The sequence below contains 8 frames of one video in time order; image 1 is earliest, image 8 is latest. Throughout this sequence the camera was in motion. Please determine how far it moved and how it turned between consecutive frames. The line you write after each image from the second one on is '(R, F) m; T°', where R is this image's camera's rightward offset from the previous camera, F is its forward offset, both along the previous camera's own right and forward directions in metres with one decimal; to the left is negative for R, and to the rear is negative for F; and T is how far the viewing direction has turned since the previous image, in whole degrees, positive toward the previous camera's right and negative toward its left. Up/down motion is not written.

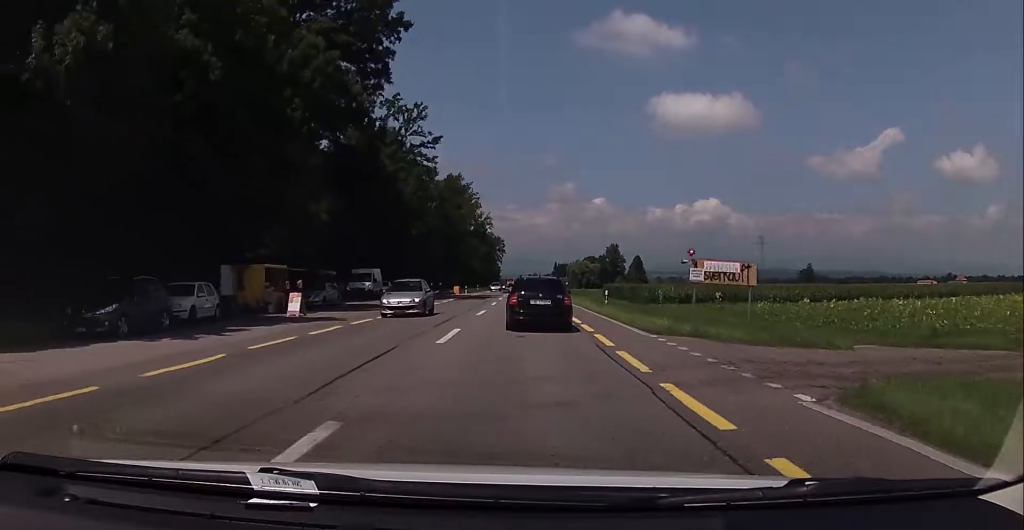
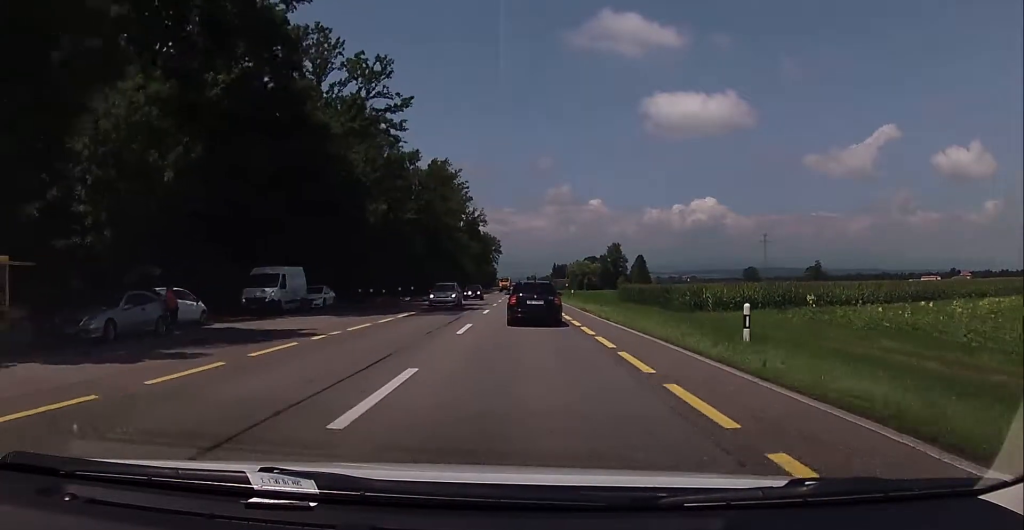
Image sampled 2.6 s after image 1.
(-1.4, +19.0) m; -3°
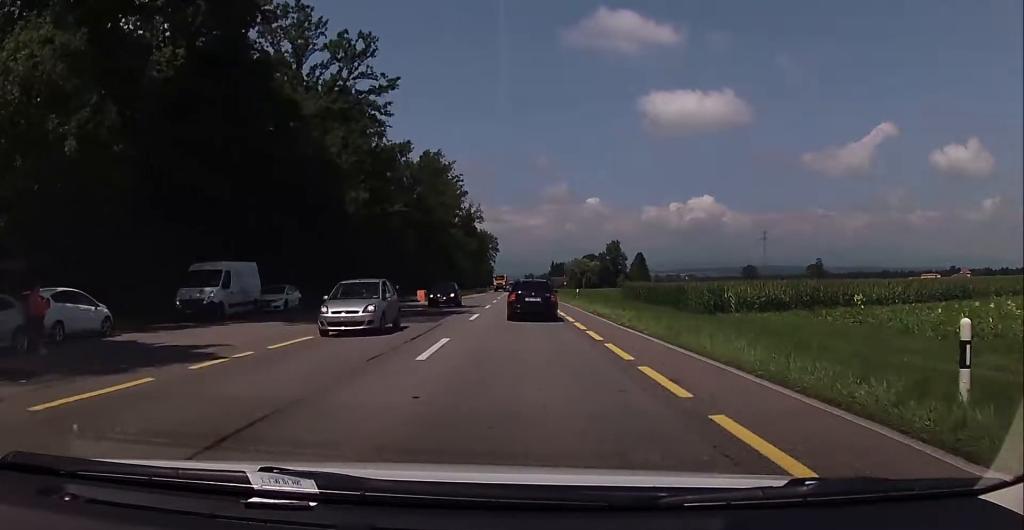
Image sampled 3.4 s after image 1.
(+0.1, +6.0) m; +1°
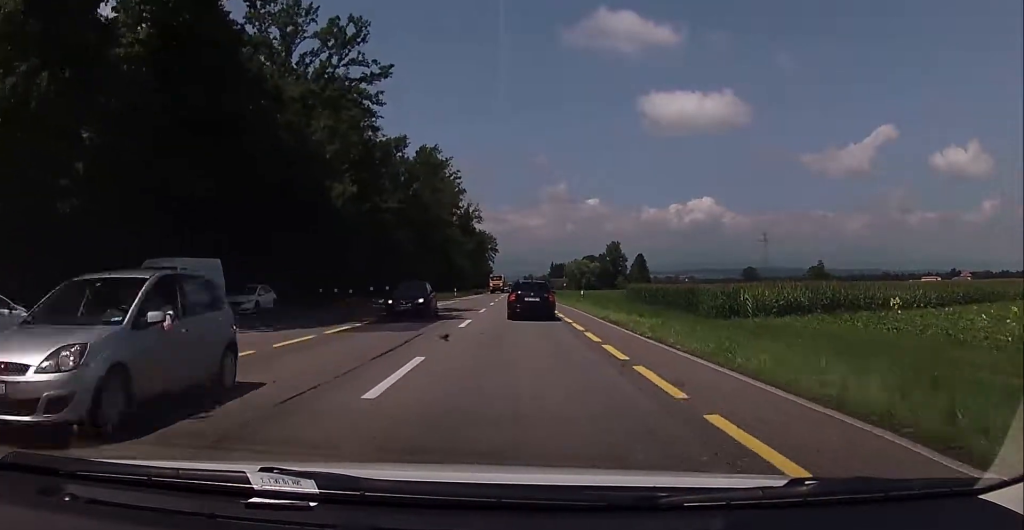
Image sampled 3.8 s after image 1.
(0.0, +3.5) m; 0°
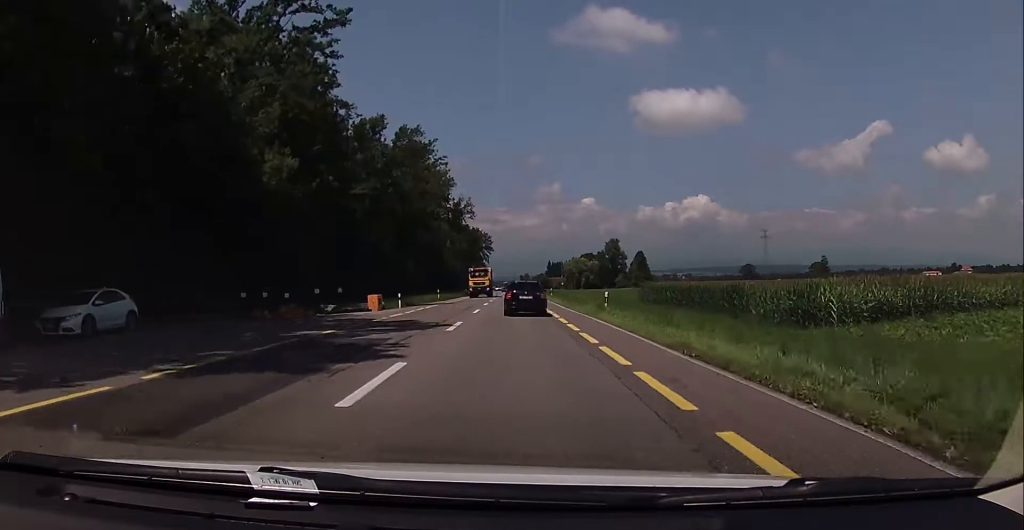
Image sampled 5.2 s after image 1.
(0.0, +12.2) m; +1°
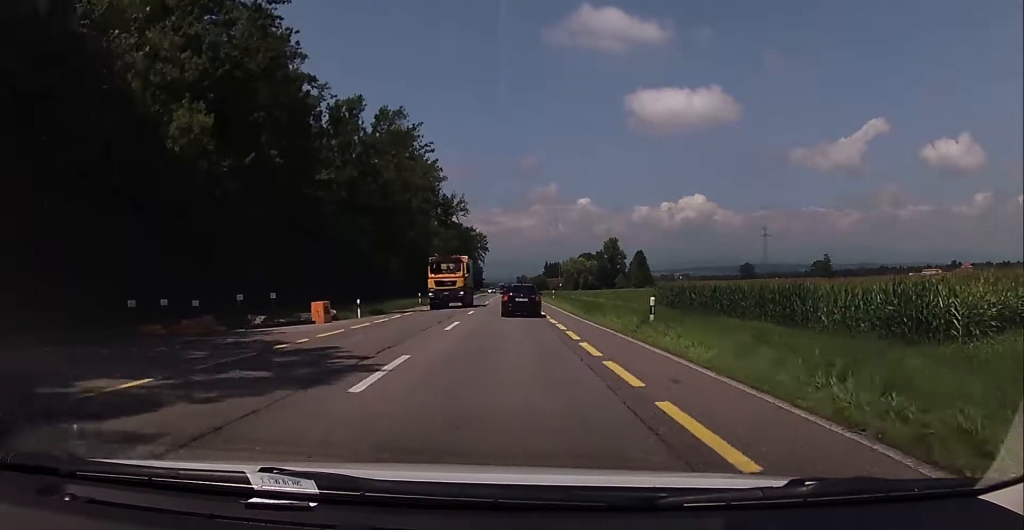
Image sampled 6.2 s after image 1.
(+0.2, +9.8) m; 0°
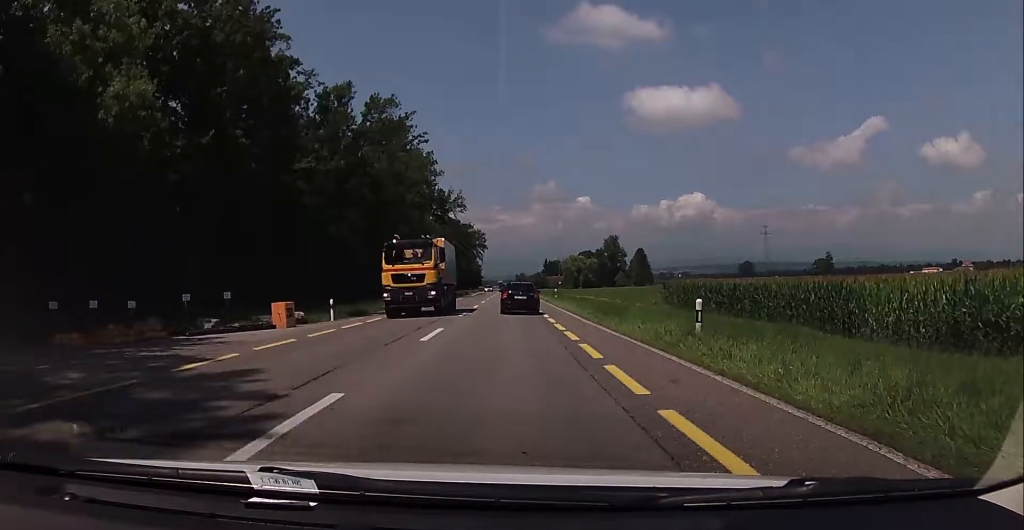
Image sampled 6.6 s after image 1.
(-0.1, +4.5) m; 0°
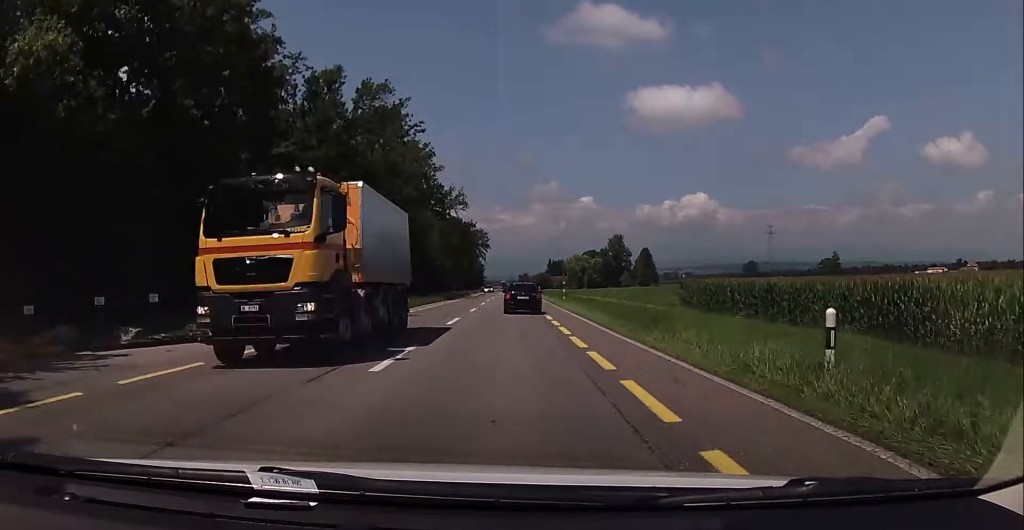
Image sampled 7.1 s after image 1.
(-0.1, +5.2) m; 0°
